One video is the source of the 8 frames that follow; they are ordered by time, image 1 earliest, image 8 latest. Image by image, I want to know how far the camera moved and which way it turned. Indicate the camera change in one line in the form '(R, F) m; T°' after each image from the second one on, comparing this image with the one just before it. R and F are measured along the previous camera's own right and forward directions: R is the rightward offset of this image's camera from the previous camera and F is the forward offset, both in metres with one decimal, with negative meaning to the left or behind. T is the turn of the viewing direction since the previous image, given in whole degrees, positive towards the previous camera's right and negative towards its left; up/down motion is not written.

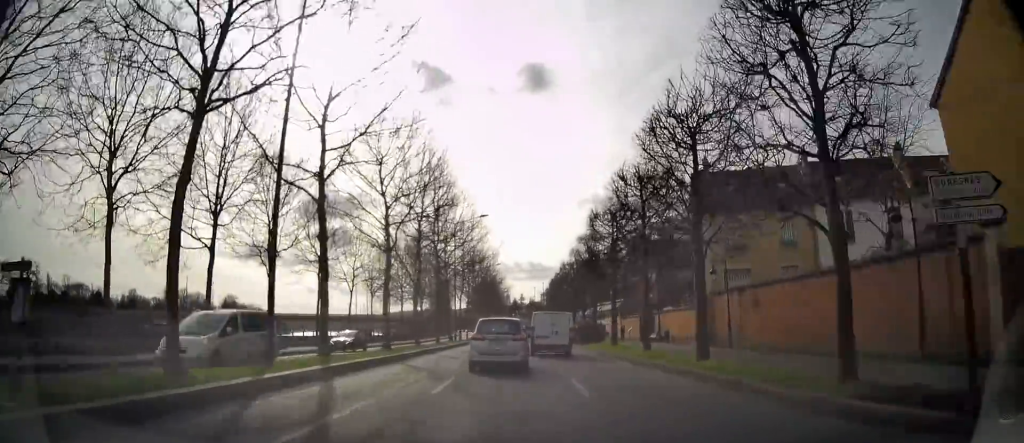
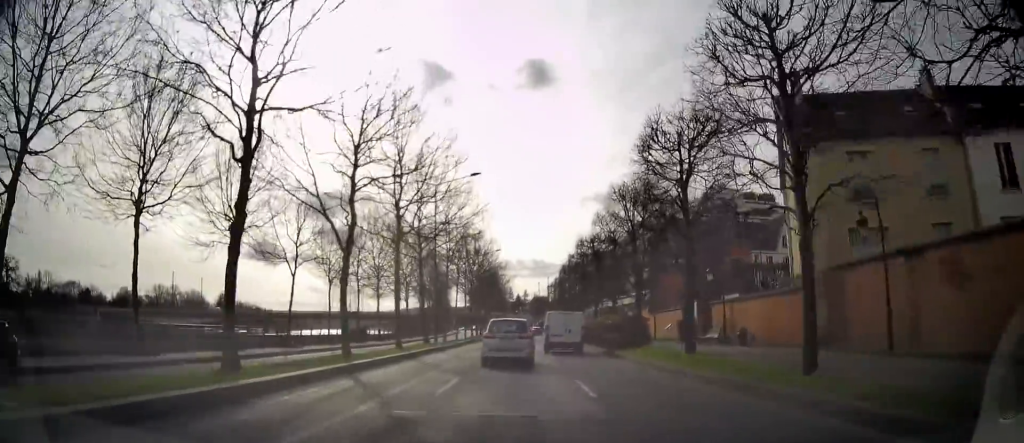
(0.0, +12.1) m; 0°
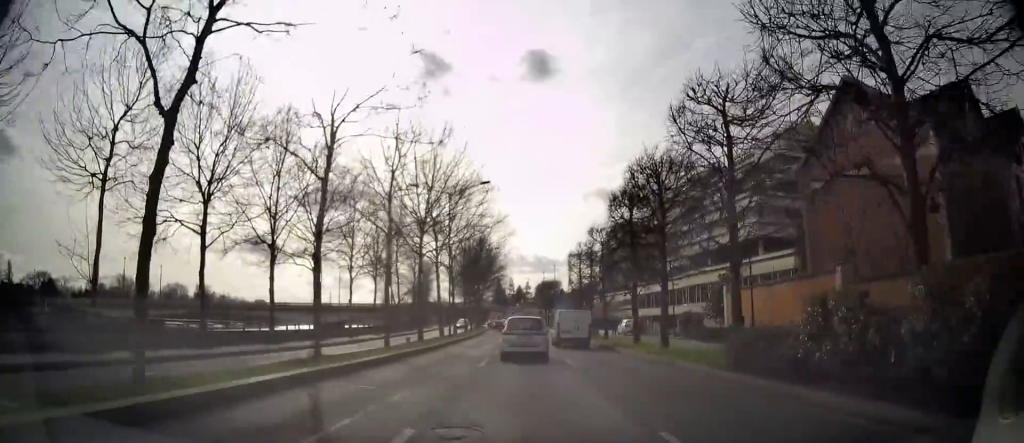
(+0.4, +31.6) m; 0°
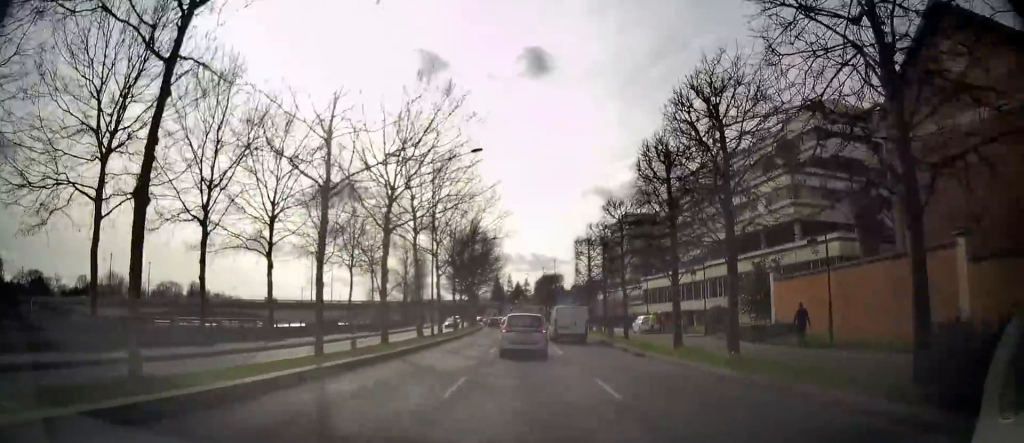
(-0.1, +7.5) m; -1°
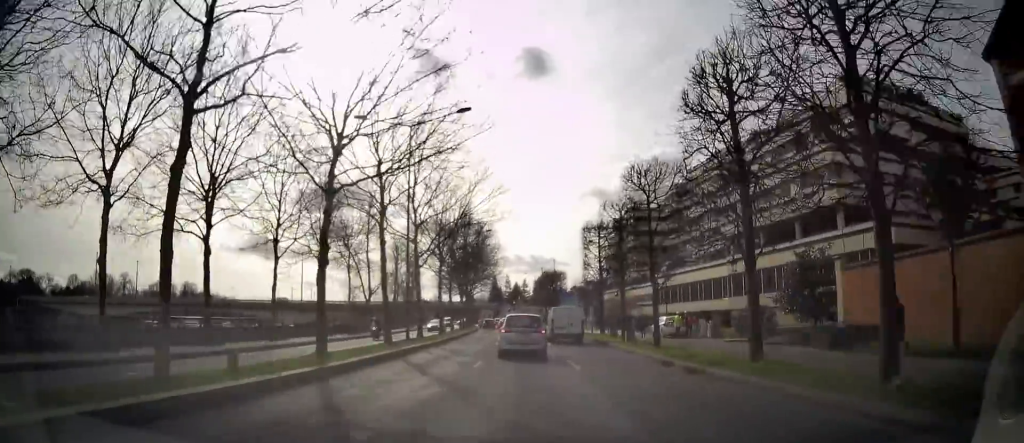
(0.0, +7.1) m; -1°
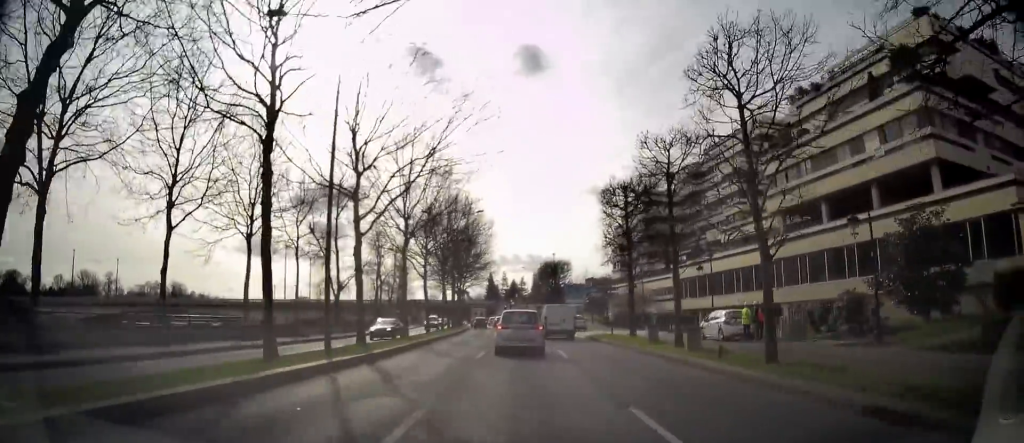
(0.0, +11.4) m; 0°
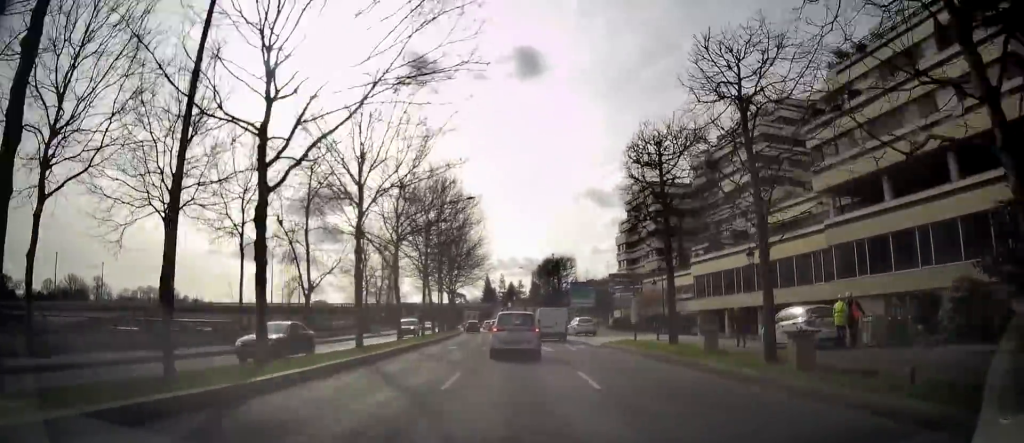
(-0.1, +8.5) m; +1°
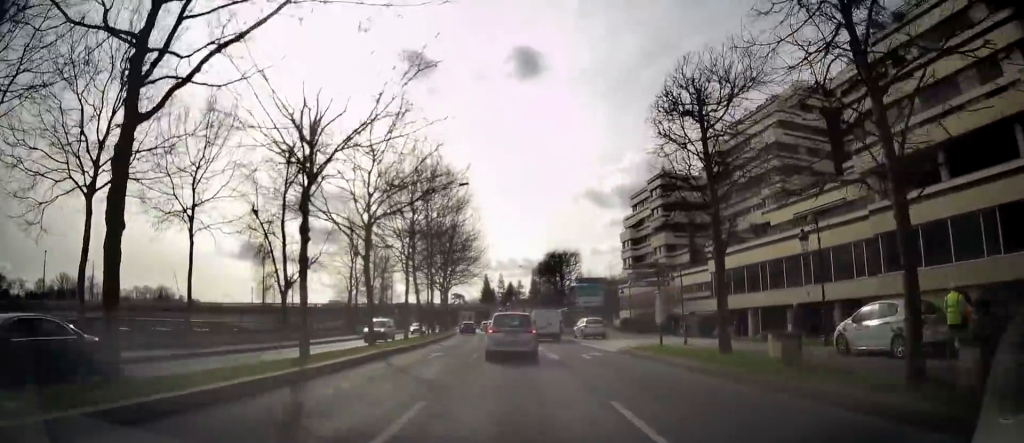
(+0.1, +6.3) m; +1°
